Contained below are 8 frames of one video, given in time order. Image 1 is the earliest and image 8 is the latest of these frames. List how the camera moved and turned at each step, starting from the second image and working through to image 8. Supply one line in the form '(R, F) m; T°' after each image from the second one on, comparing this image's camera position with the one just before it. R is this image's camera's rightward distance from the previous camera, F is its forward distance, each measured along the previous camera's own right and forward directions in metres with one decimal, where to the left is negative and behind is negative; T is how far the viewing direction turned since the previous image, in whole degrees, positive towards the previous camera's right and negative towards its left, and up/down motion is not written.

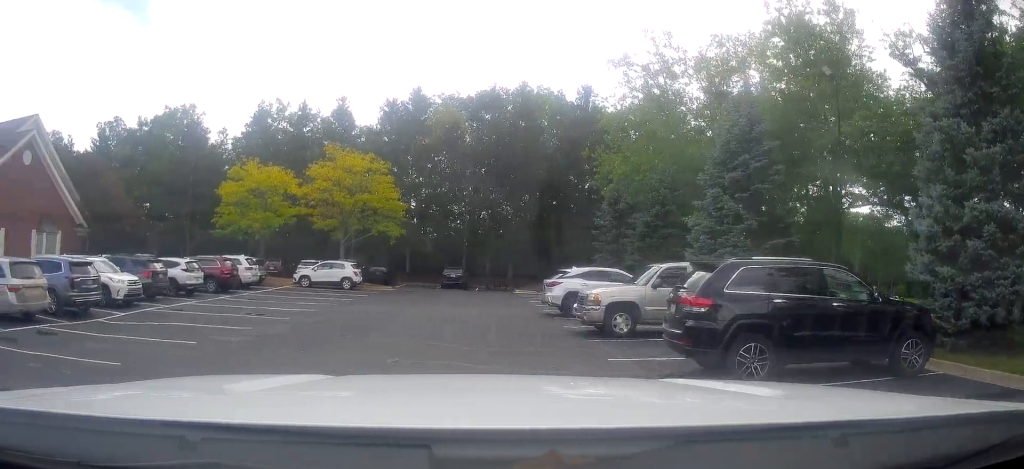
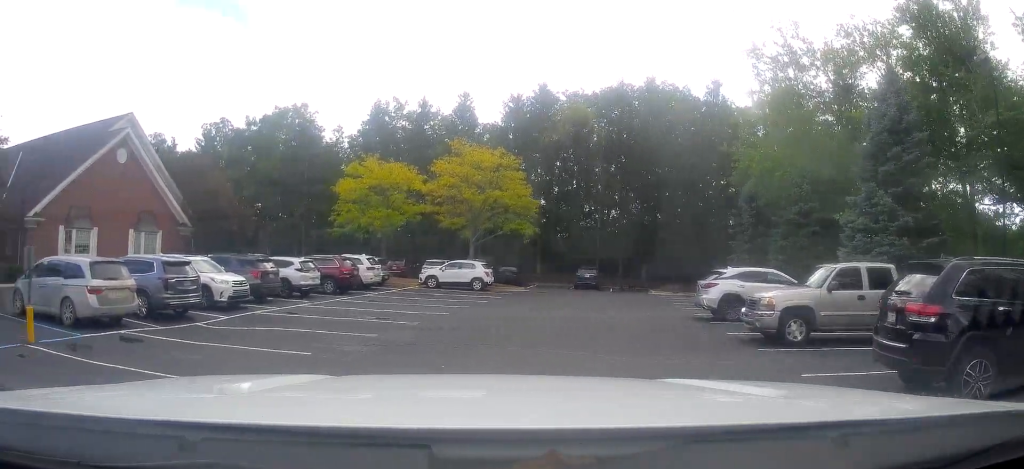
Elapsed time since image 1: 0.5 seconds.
(-0.1, +2.0) m; -8°
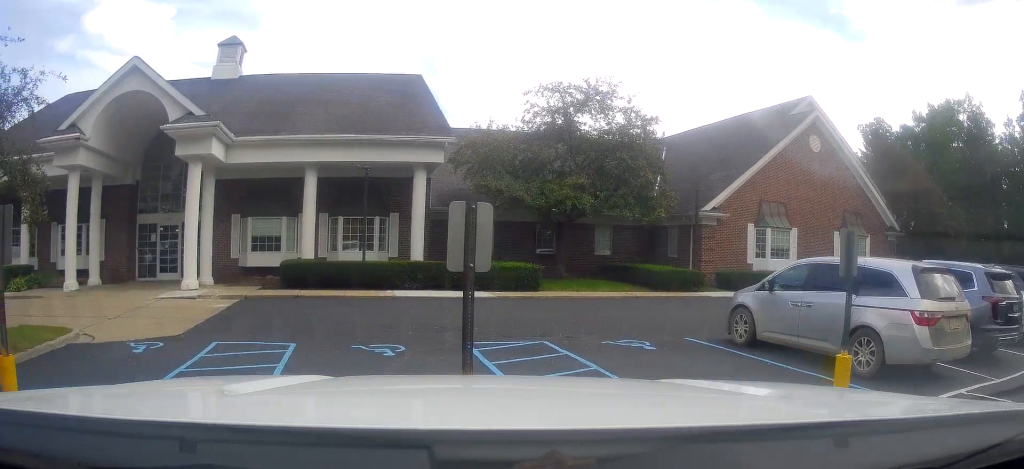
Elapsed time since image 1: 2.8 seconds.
(-2.9, +5.9) m; -63°
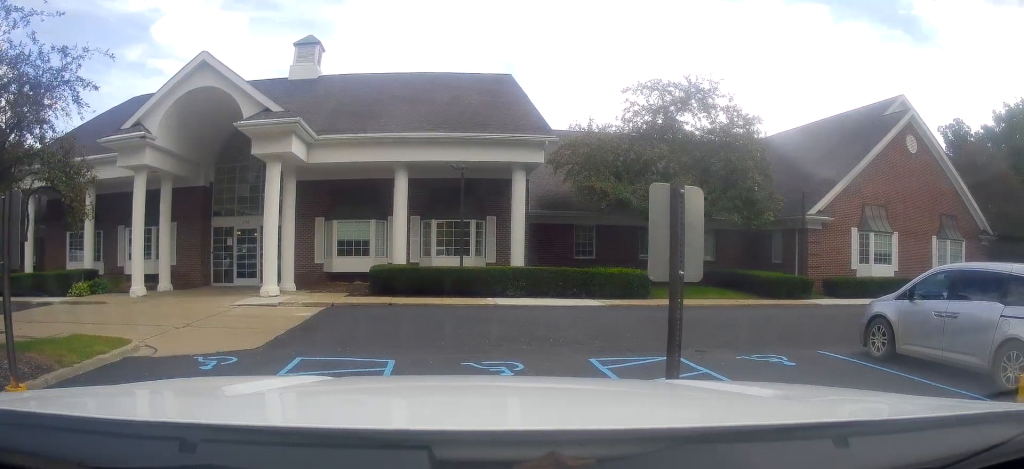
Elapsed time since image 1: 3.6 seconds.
(-0.3, +1.8) m; -14°
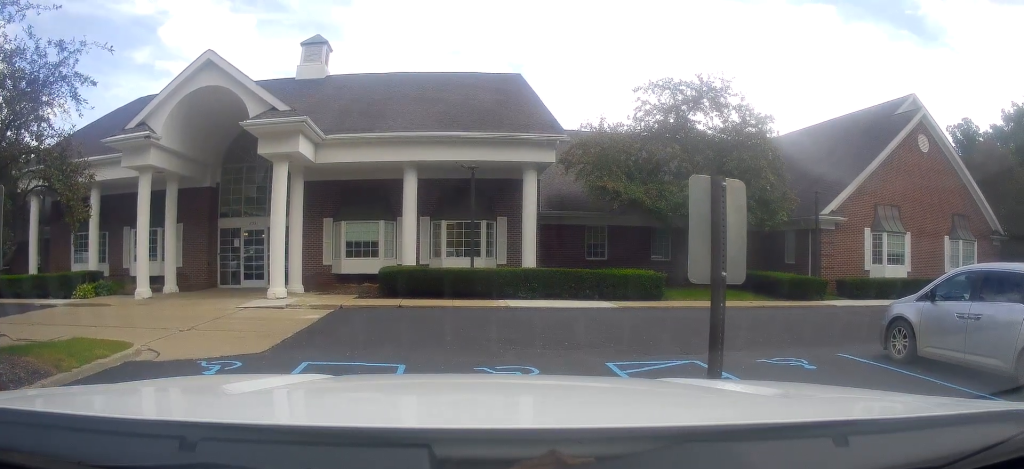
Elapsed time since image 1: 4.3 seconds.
(-0.3, +1.1) m; 0°
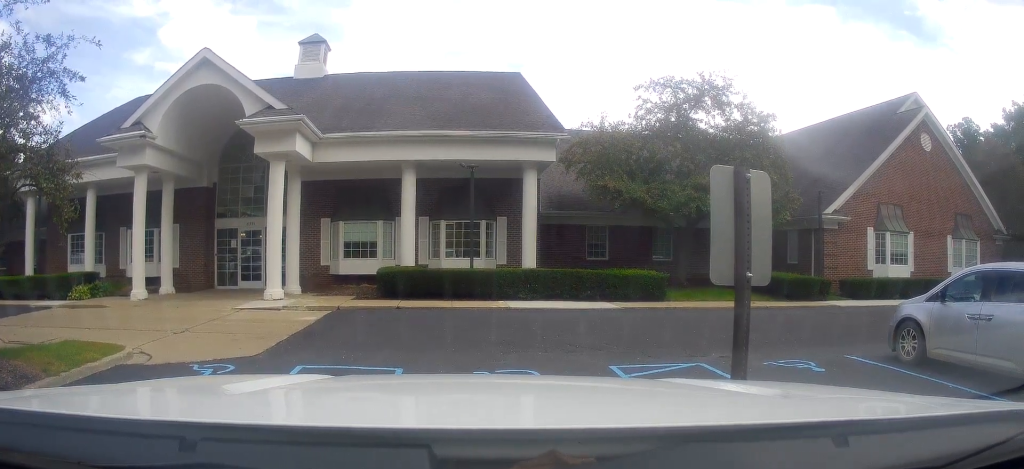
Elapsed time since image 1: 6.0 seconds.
(+0.1, +0.6) m; 0°
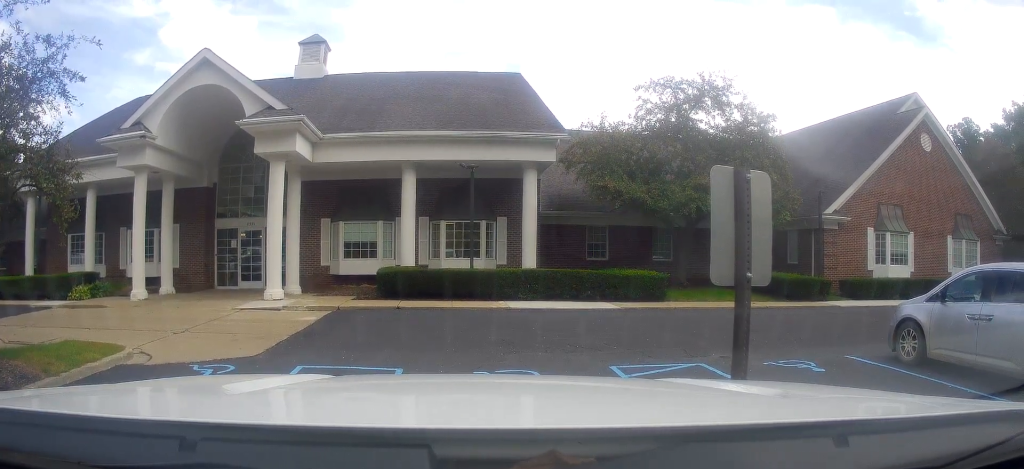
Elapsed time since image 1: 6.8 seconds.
(0.0, 0.0) m; 0°
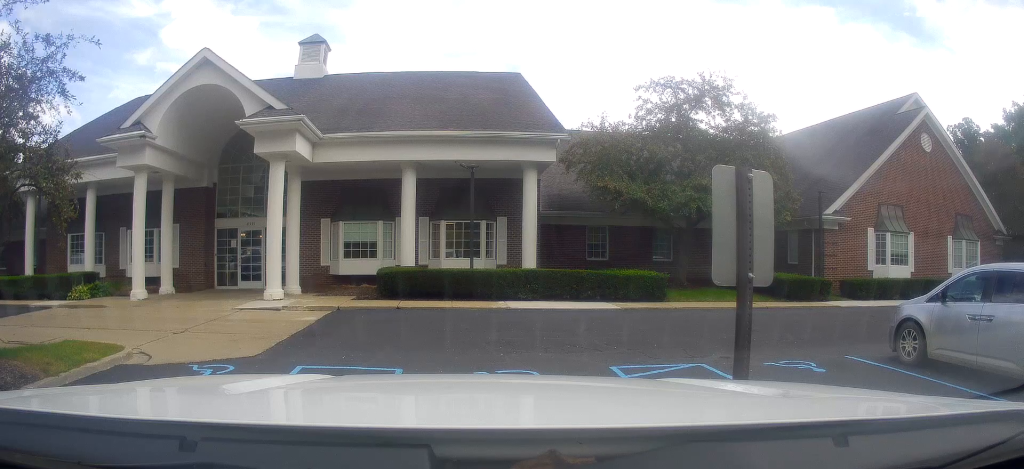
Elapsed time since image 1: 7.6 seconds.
(0.0, 0.0) m; 0°
